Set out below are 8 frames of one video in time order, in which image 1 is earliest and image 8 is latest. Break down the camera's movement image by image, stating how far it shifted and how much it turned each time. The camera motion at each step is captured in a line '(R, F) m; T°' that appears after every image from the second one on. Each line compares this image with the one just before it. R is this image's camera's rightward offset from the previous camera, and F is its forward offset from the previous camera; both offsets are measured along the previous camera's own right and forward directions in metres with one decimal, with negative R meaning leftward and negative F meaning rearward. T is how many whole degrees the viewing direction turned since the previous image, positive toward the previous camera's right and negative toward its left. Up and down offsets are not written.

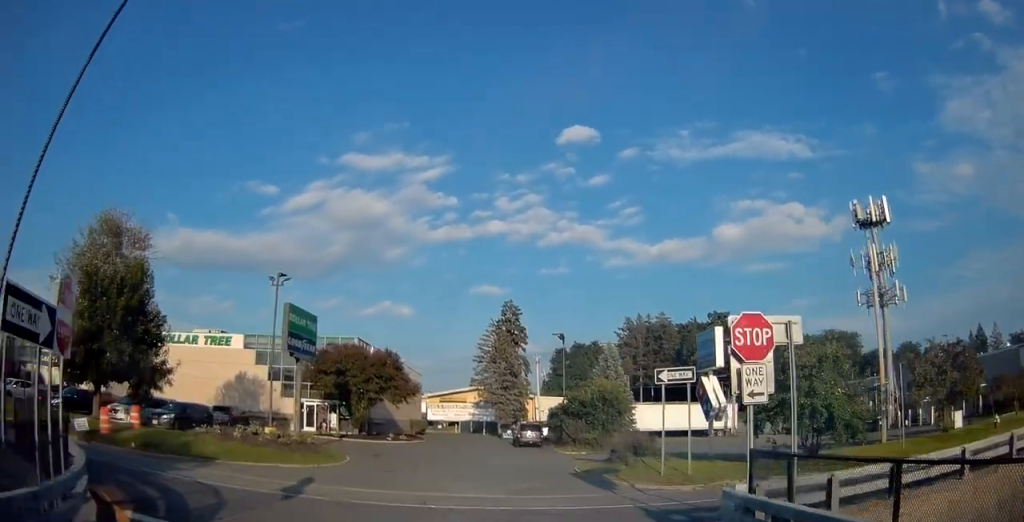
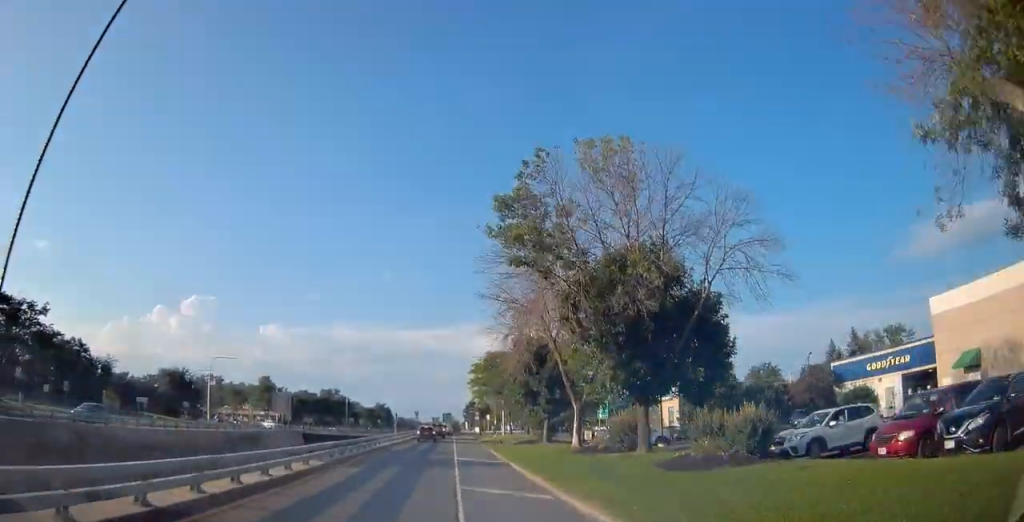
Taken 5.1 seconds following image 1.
(-15.7, +20.9) m; -51°
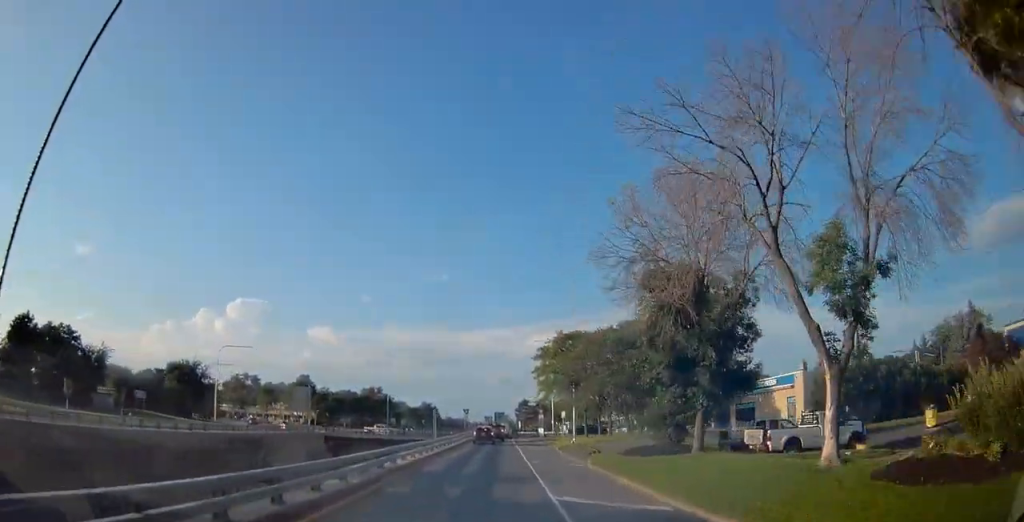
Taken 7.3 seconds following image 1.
(-1.2, +12.5) m; -5°
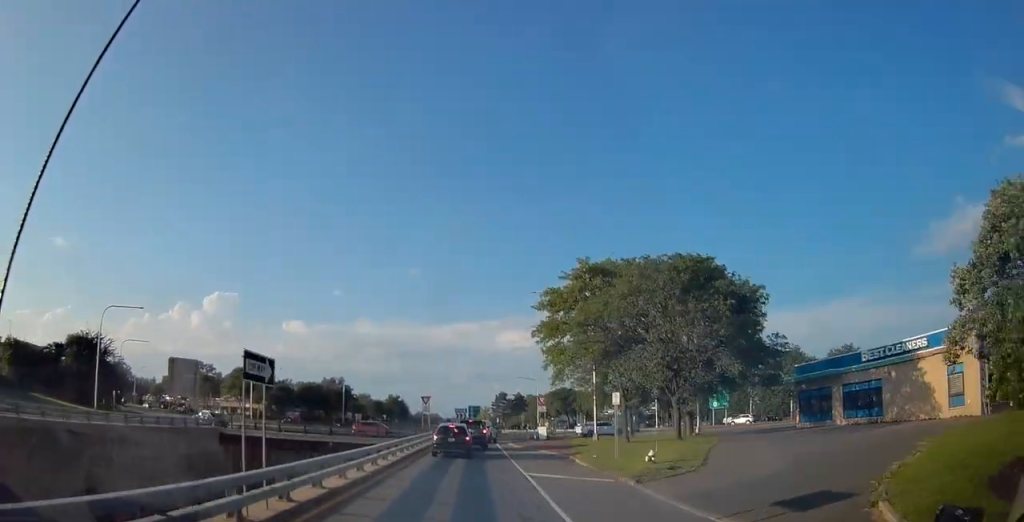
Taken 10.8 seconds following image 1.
(-0.1, +17.2) m; 0°
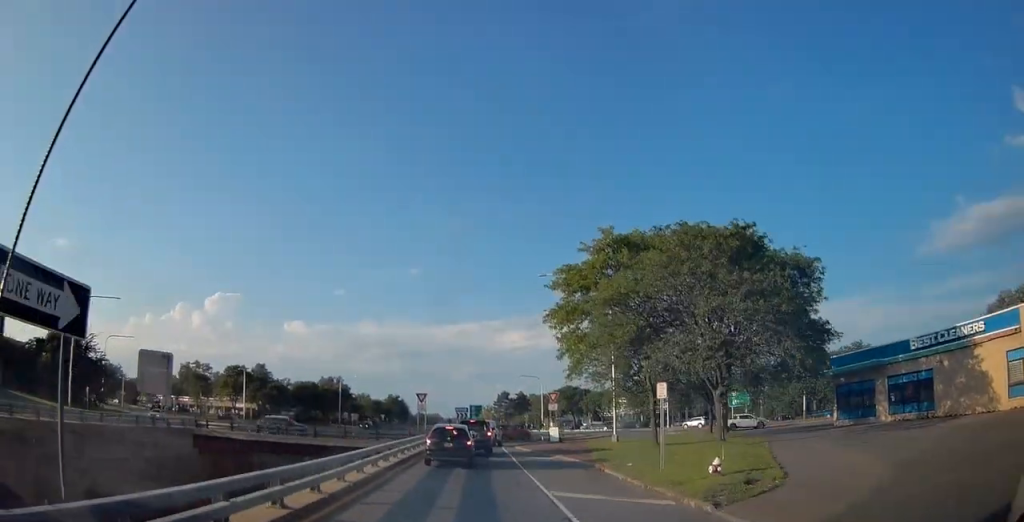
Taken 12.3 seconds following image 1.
(0.0, +6.2) m; +1°
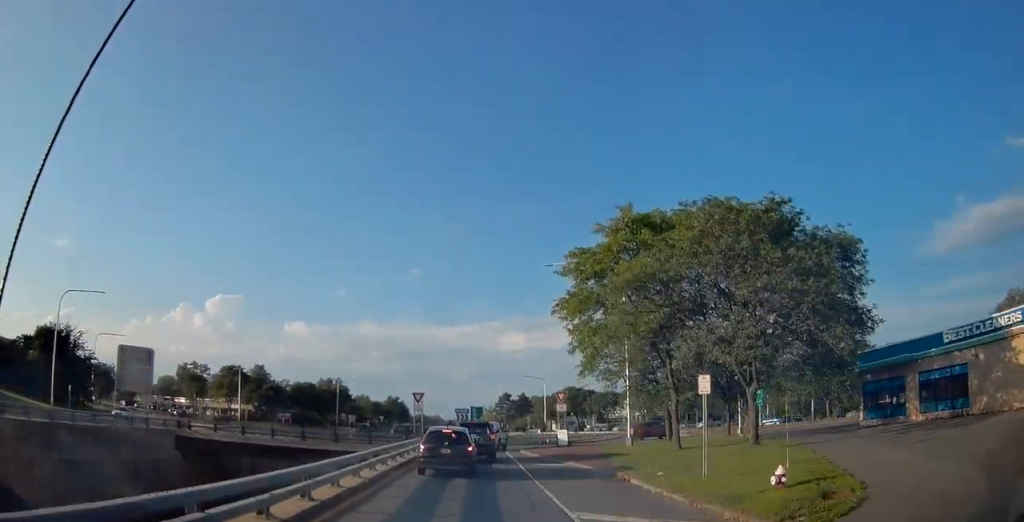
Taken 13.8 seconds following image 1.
(0.0, +4.3) m; +1°
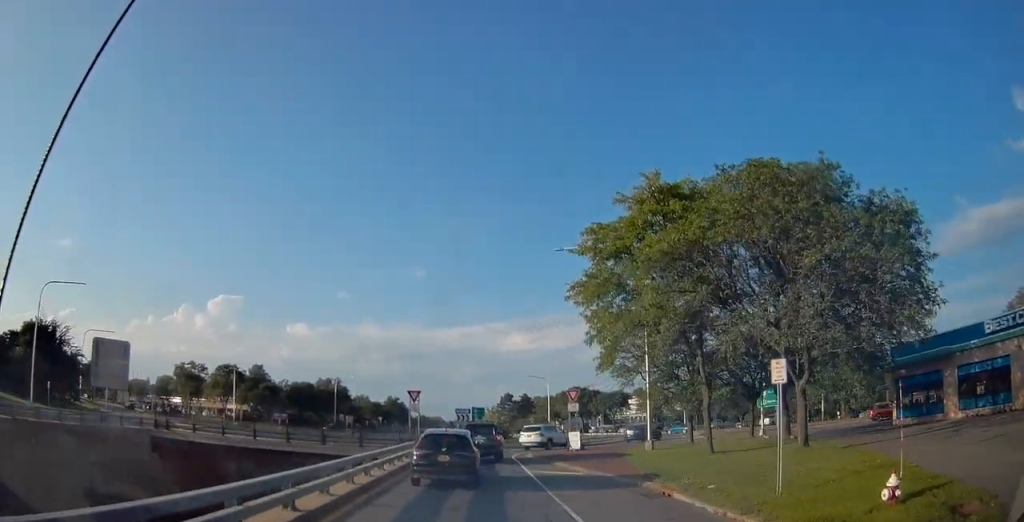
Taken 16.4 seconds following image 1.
(0.0, +6.8) m; +1°
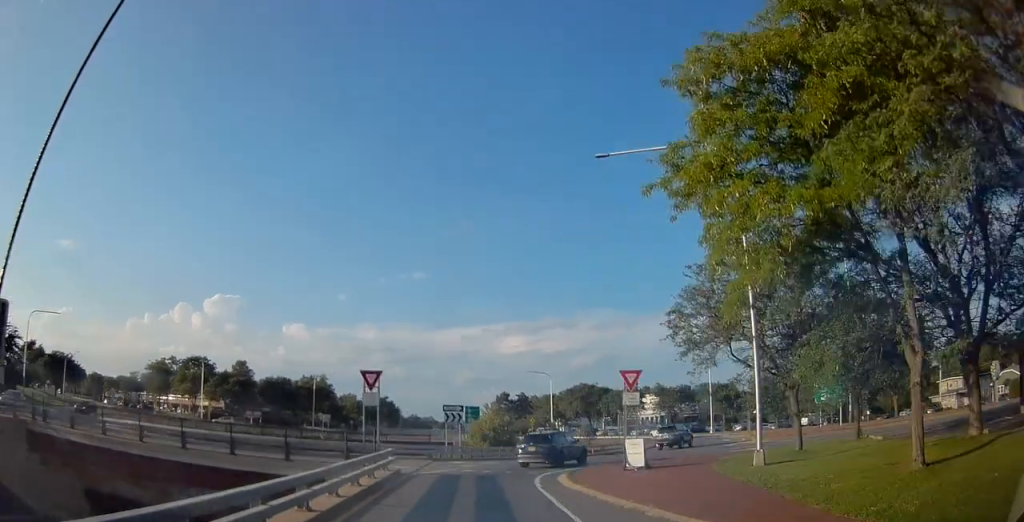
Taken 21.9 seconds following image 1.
(+0.1, +13.8) m; +1°
